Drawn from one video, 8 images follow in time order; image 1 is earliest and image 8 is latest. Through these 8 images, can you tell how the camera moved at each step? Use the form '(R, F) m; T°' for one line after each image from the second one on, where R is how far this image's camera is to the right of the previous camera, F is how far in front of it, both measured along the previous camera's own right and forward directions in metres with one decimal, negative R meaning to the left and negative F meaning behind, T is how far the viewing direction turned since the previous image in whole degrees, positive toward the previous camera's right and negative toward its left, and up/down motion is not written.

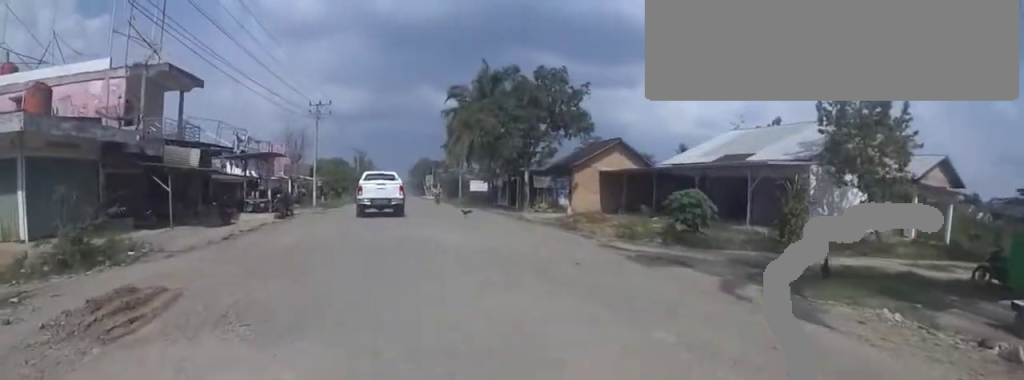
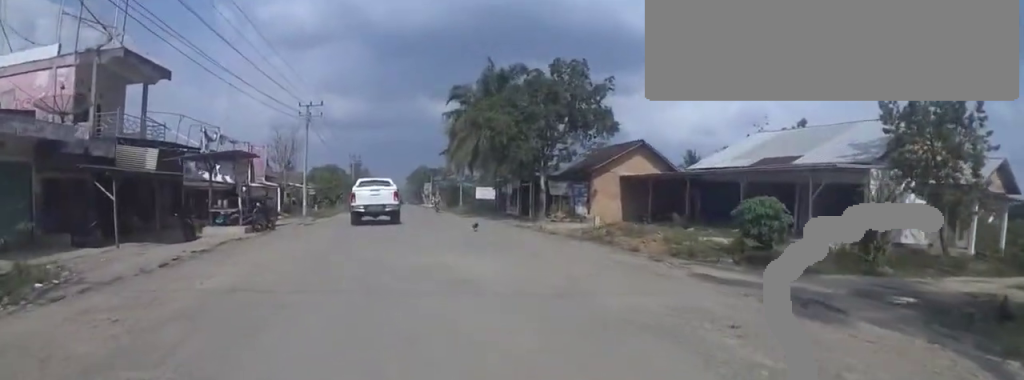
(0.0, +3.3) m; 0°
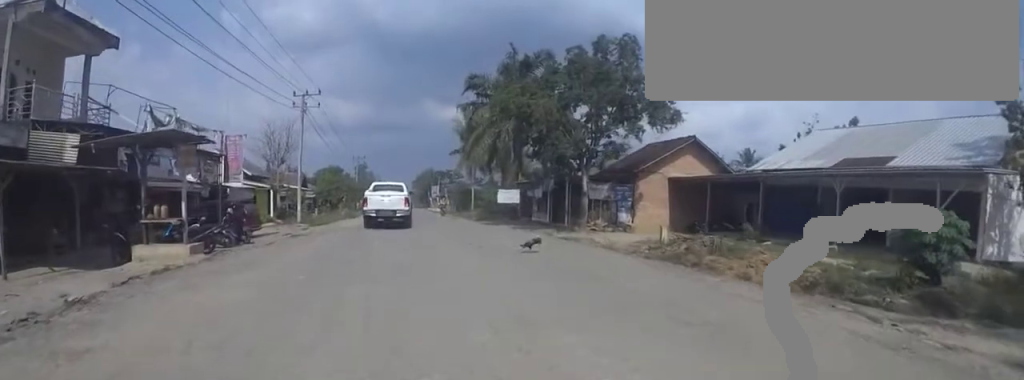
(0.0, +4.3) m; 0°
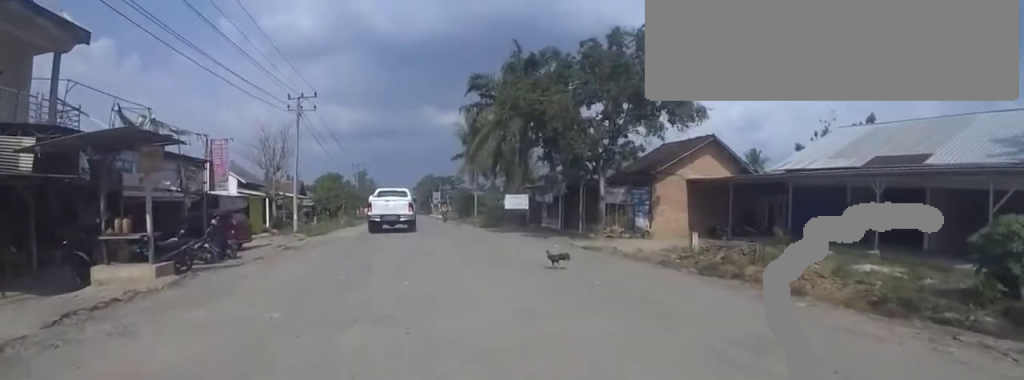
(0.0, +1.9) m; 0°
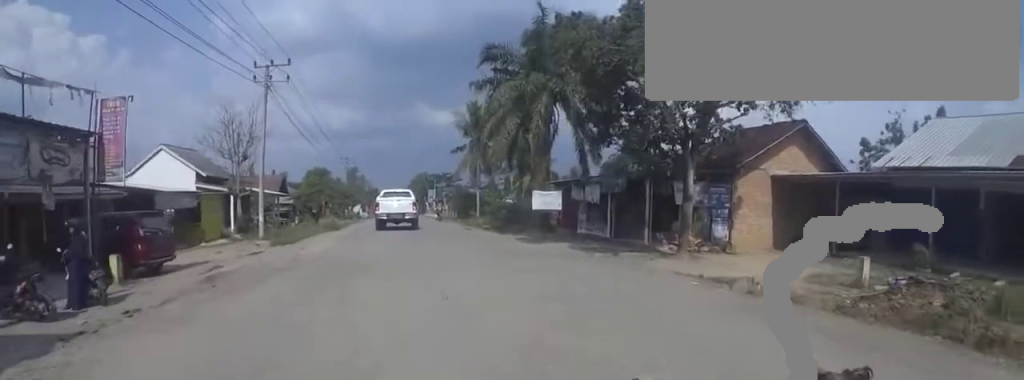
(0.0, +7.4) m; 0°
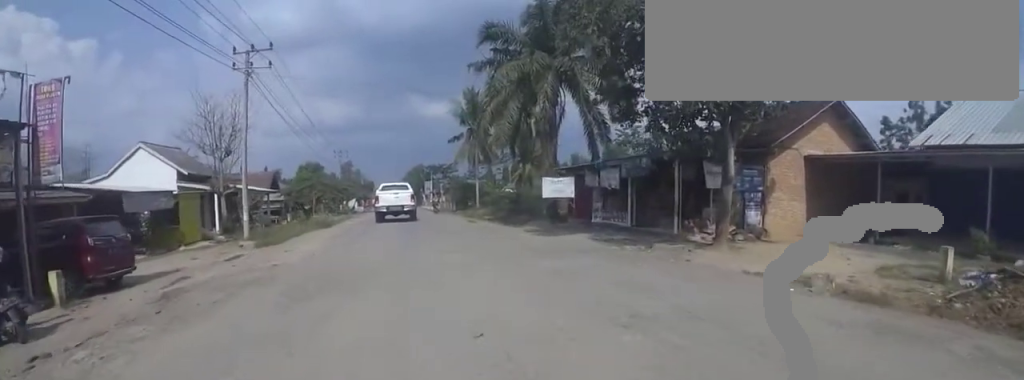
(0.0, +2.3) m; 0°
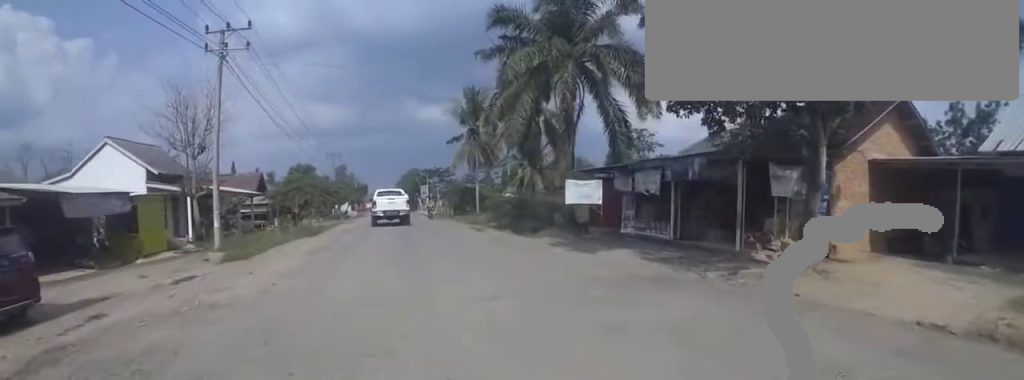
(0.0, +3.7) m; 0°
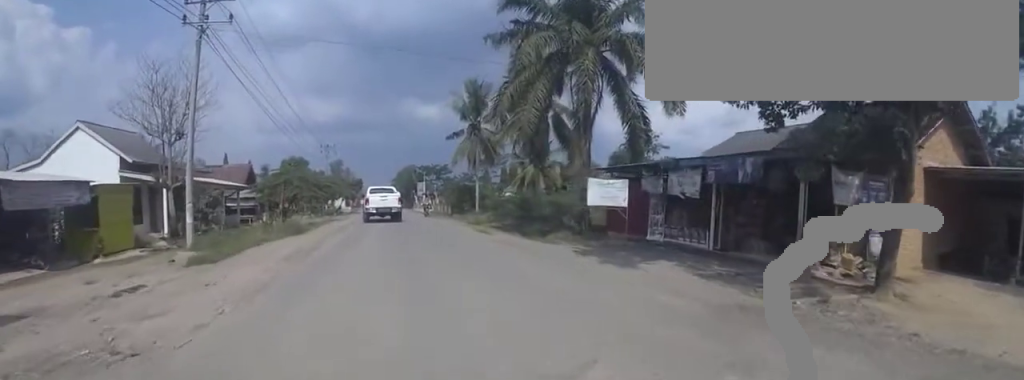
(0.0, +2.5) m; +1°
